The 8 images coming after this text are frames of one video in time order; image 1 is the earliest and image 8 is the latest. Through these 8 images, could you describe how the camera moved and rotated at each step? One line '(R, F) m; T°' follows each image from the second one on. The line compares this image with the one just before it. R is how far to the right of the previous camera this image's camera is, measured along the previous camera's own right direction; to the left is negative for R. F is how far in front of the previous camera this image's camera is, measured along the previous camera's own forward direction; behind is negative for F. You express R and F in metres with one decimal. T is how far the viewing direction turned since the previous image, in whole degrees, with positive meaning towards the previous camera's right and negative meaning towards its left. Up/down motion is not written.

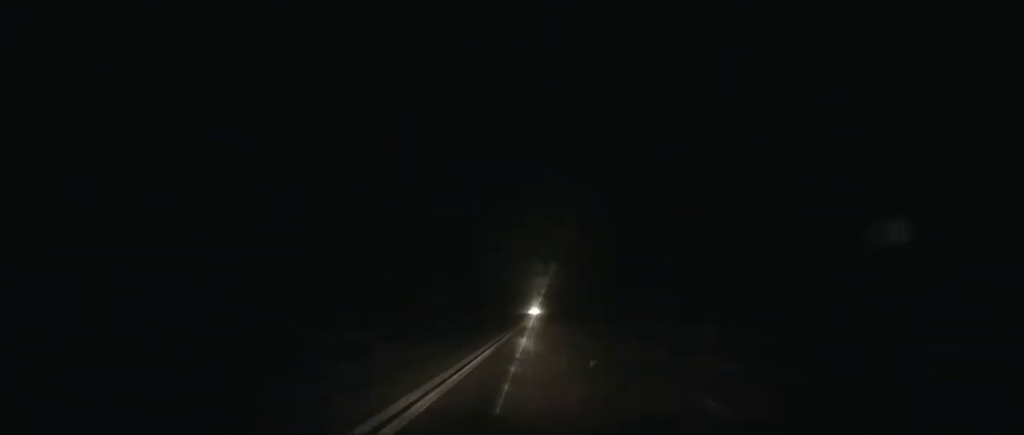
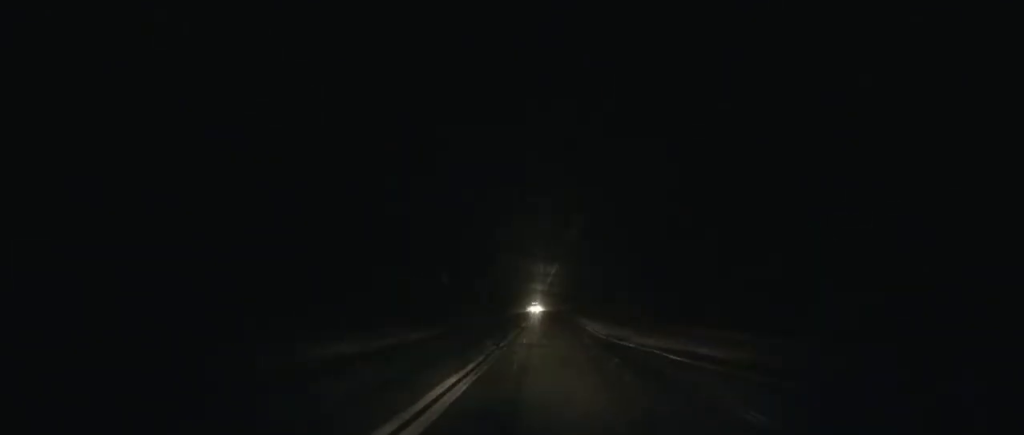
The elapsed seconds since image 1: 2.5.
(-0.1, +53.8) m; 0°
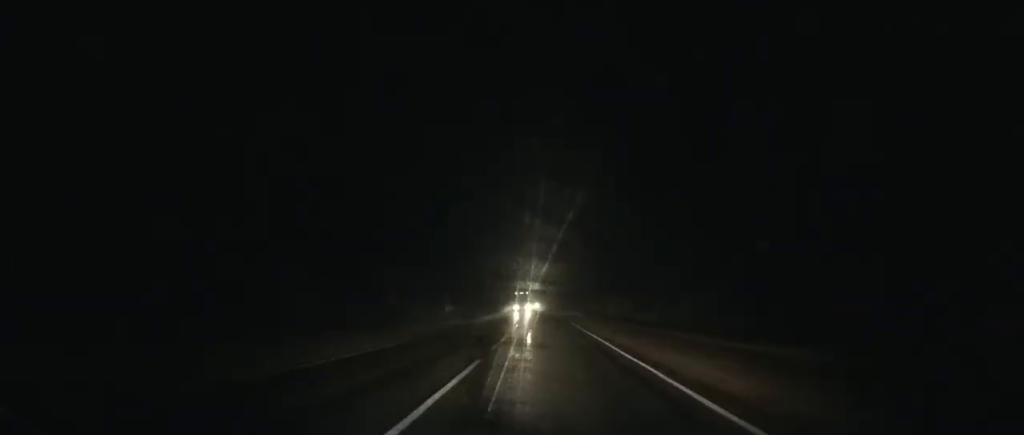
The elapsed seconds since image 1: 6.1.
(0.0, +78.1) m; 0°
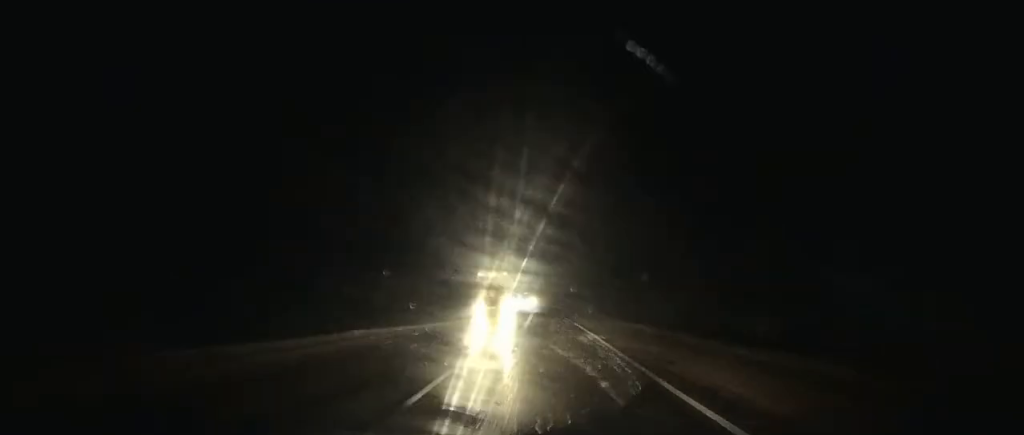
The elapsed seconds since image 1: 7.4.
(0.0, +27.5) m; 0°
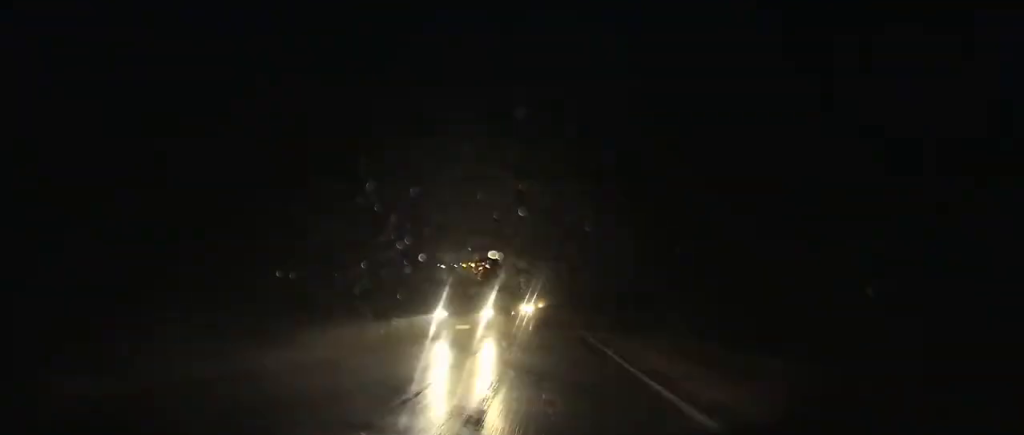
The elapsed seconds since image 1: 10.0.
(-0.4, +53.3) m; 0°
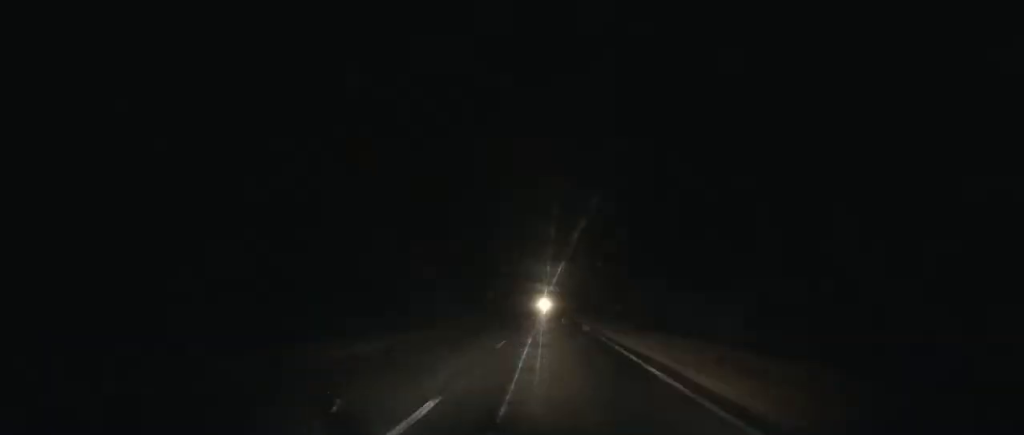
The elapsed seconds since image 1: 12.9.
(+0.5, +56.9) m; +1°
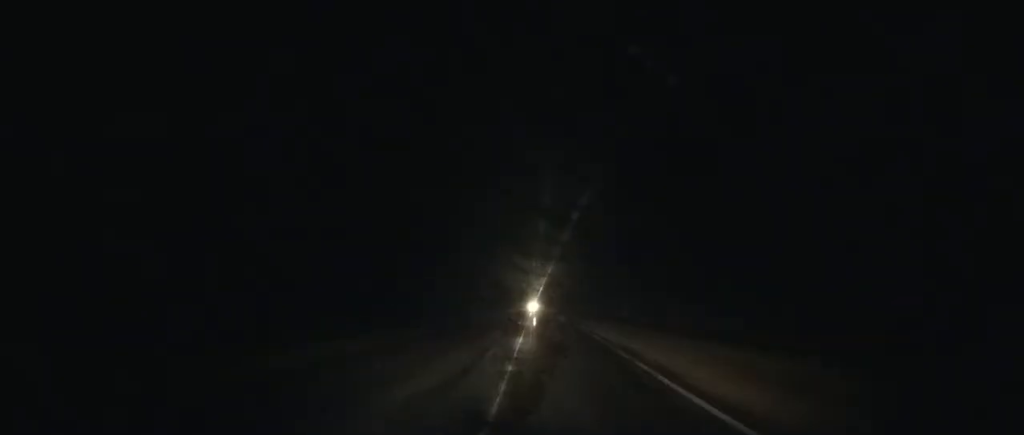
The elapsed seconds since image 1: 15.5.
(+0.2, +50.8) m; 0°
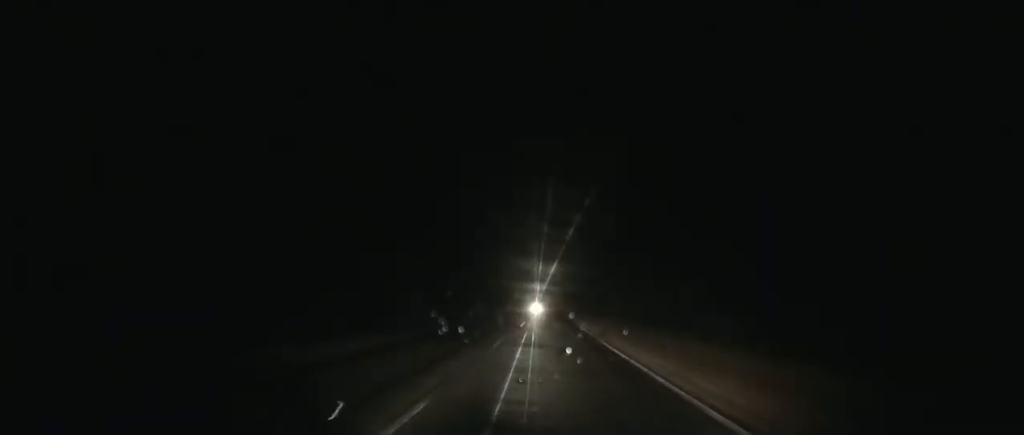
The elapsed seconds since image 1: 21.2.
(-1.0, +117.9) m; -1°
